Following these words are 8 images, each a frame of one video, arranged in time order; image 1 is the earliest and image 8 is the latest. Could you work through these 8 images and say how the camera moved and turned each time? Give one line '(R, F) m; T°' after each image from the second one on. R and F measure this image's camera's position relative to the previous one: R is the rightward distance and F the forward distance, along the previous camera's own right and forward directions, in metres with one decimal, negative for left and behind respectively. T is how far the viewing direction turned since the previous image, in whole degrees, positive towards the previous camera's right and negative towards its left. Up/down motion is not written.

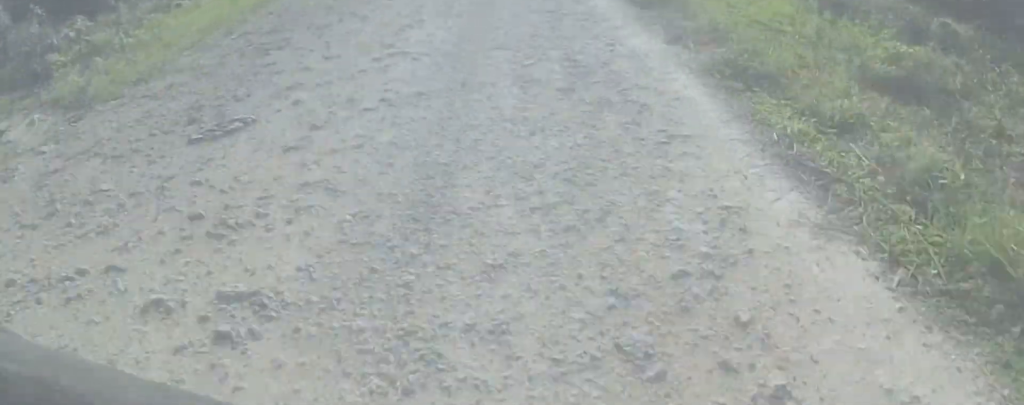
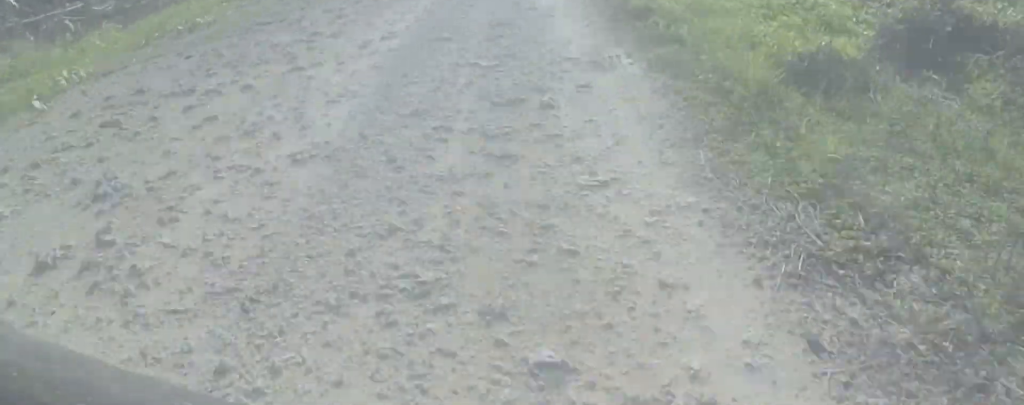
(+0.1, +5.8) m; -1°
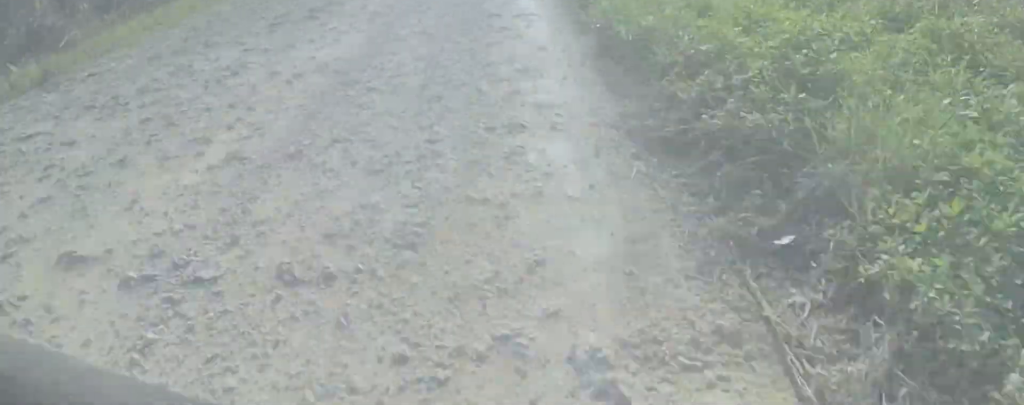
(-0.2, +6.7) m; 0°
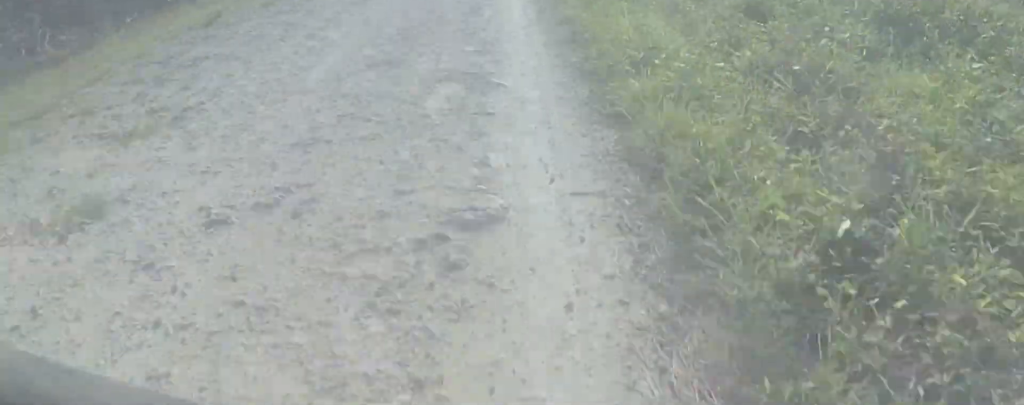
(+0.3, +16.7) m; +2°
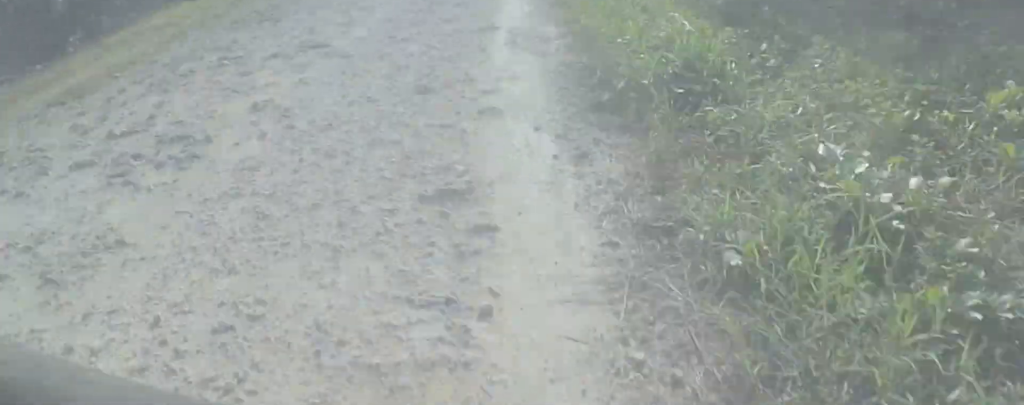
(0.0, +4.9) m; 0°
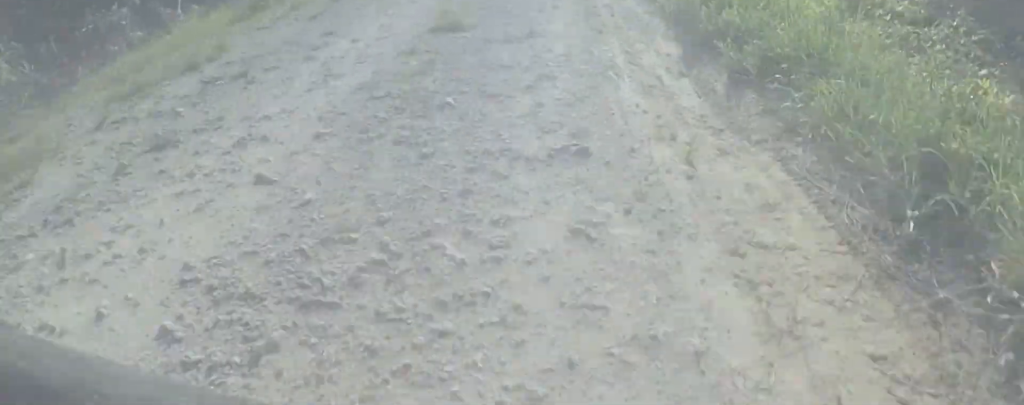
(-0.4, +19.4) m; -2°
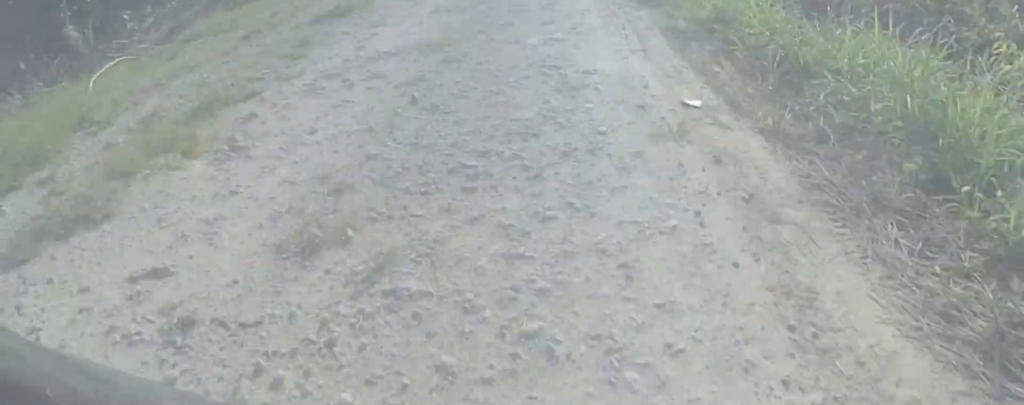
(-0.1, +8.2) m; +1°
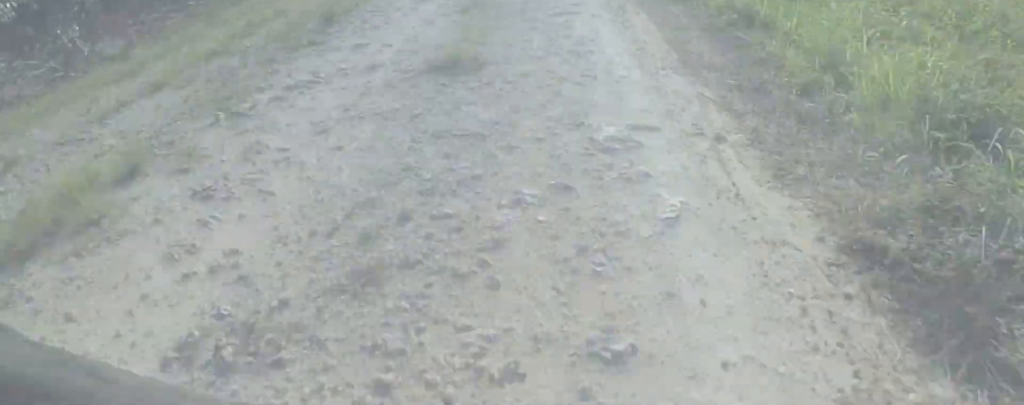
(+0.1, +4.6) m; +1°
